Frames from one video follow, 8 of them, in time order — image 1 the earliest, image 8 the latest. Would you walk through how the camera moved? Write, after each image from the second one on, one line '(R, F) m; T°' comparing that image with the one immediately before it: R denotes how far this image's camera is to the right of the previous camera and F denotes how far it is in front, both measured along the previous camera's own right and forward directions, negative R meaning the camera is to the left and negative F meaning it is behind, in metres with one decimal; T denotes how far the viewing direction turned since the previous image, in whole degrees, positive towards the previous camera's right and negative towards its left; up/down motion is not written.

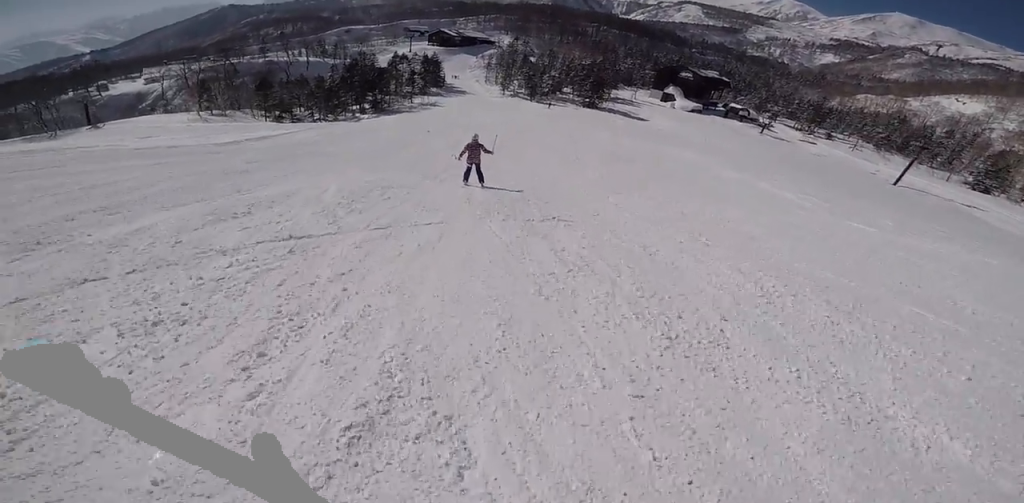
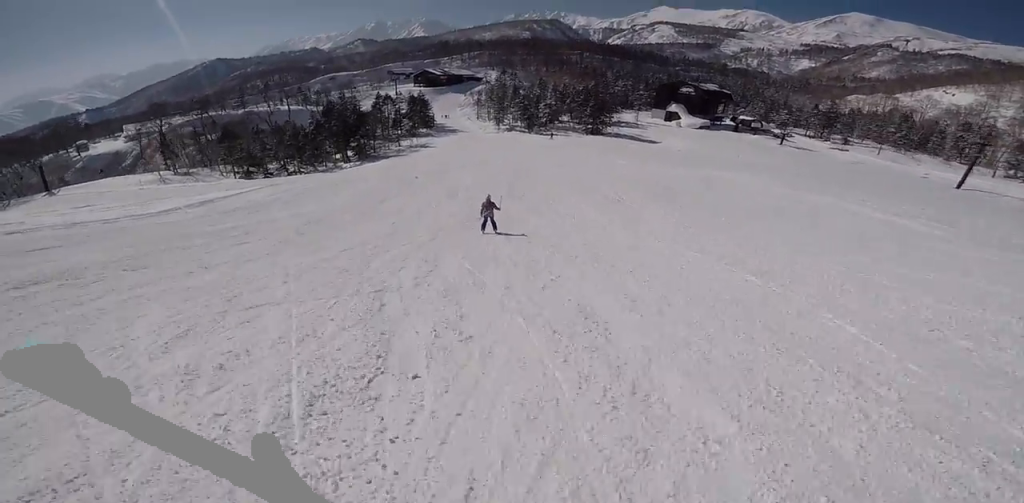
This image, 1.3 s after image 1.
(-2.3, +11.8) m; -11°
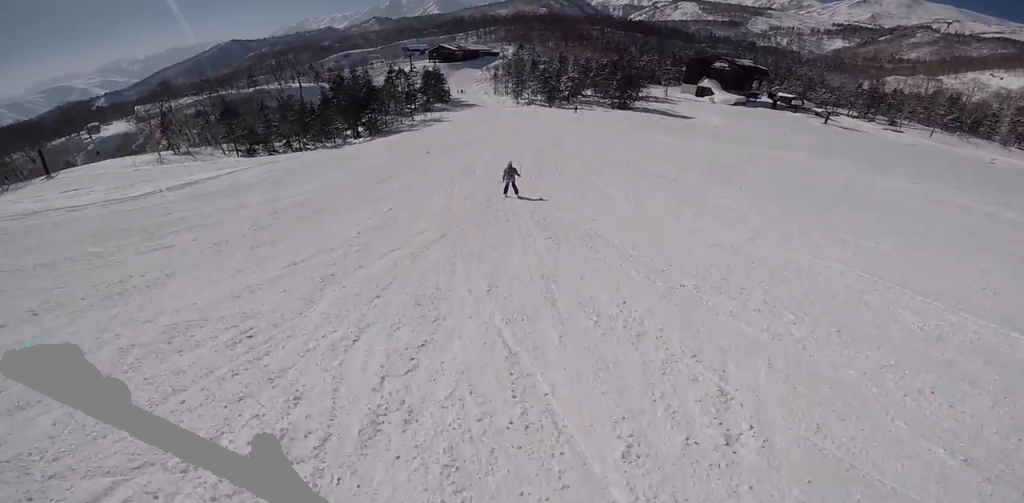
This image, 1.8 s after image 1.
(-0.1, +4.6) m; +1°
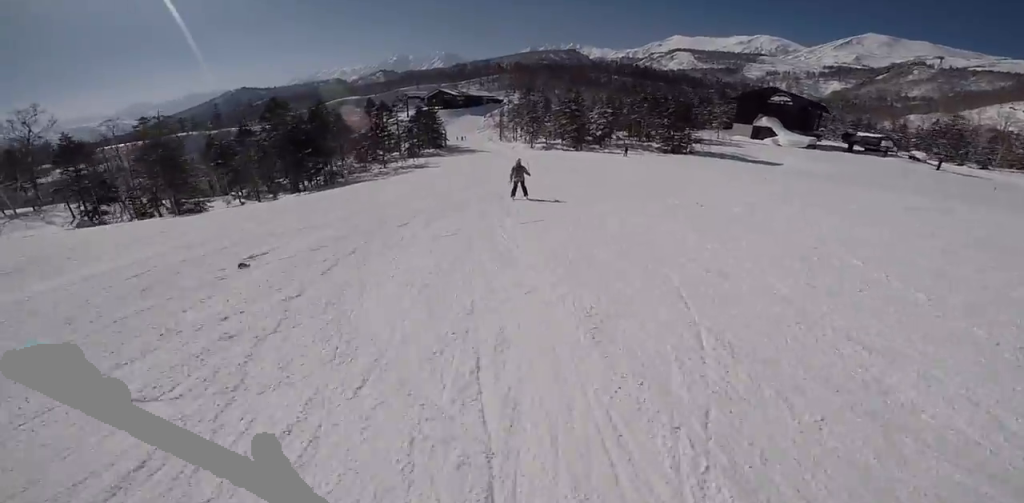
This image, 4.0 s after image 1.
(+2.9, +24.7) m; +7°
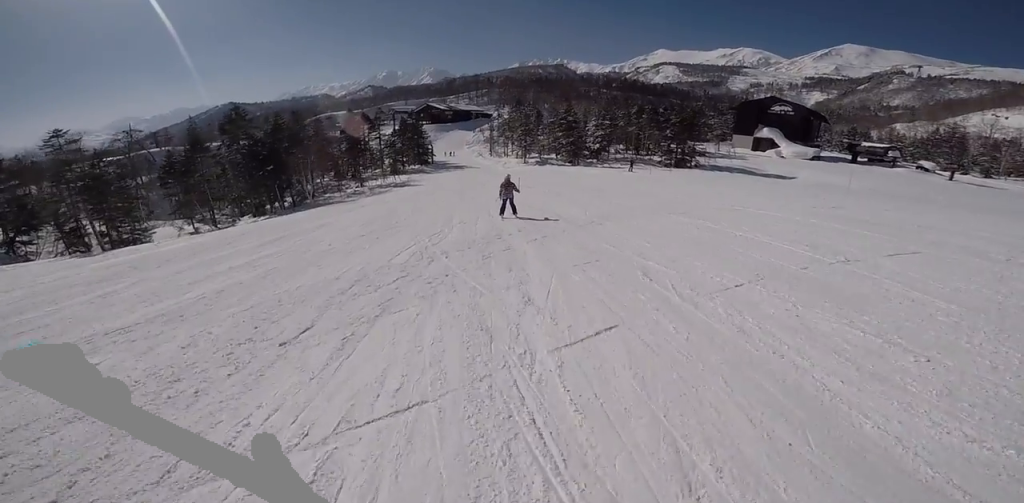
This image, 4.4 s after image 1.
(+0.1, +5.6) m; -1°
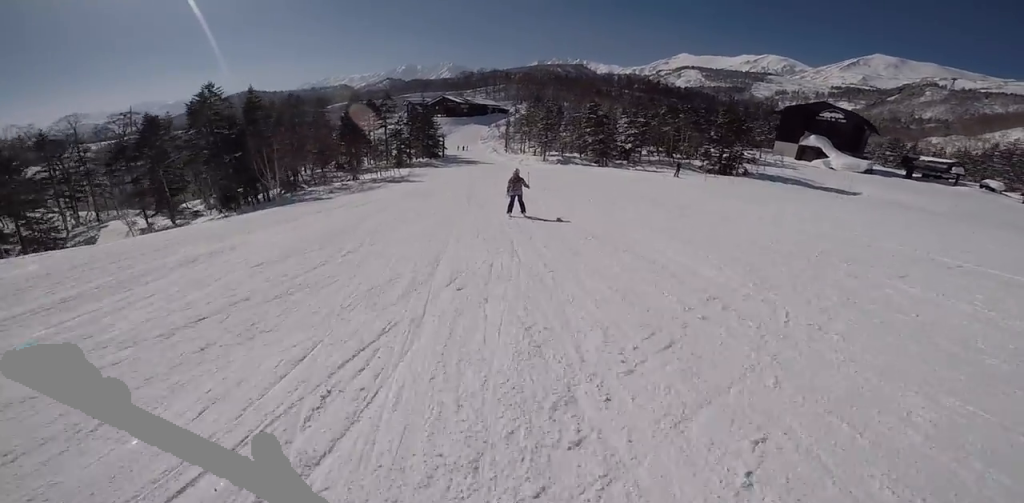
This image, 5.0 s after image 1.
(-0.1, +6.8) m; 0°
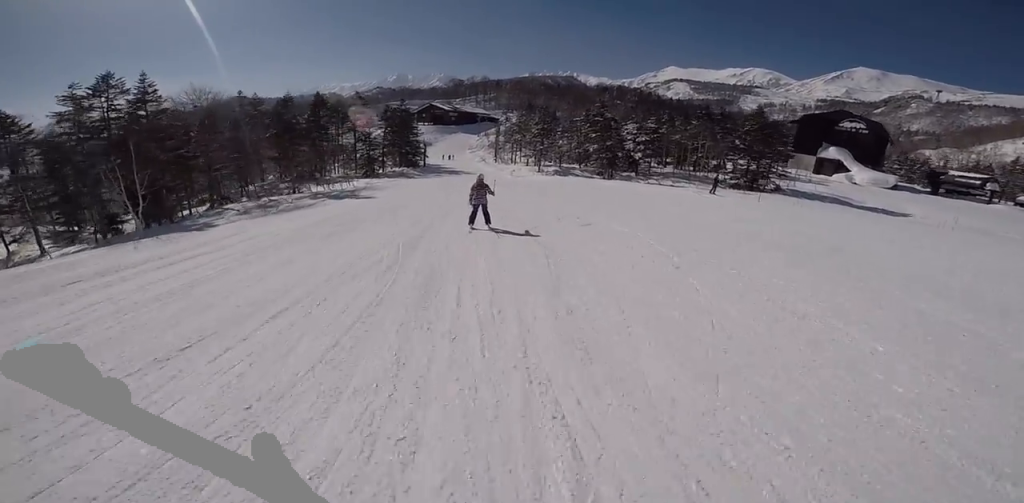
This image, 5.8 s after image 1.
(-0.1, +8.5) m; 0°
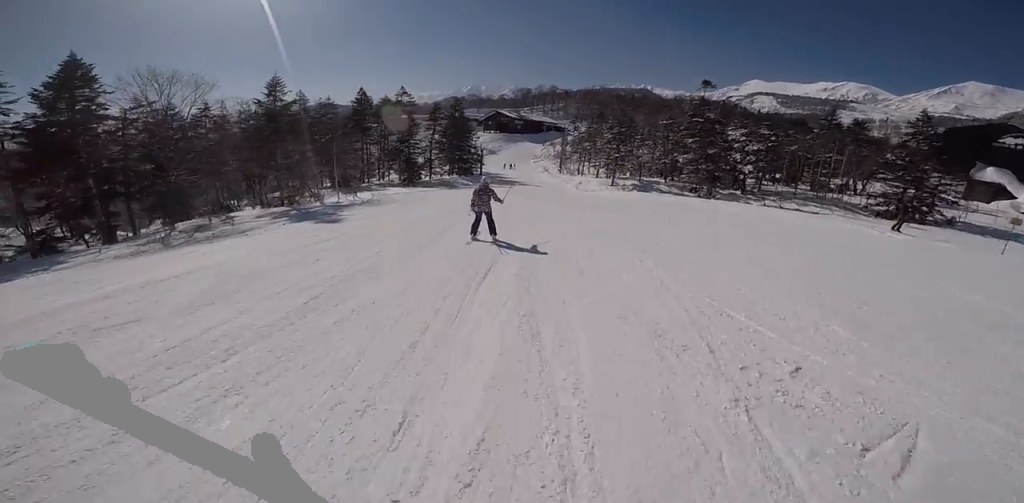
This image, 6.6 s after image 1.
(+0.2, +8.9) m; 0°
